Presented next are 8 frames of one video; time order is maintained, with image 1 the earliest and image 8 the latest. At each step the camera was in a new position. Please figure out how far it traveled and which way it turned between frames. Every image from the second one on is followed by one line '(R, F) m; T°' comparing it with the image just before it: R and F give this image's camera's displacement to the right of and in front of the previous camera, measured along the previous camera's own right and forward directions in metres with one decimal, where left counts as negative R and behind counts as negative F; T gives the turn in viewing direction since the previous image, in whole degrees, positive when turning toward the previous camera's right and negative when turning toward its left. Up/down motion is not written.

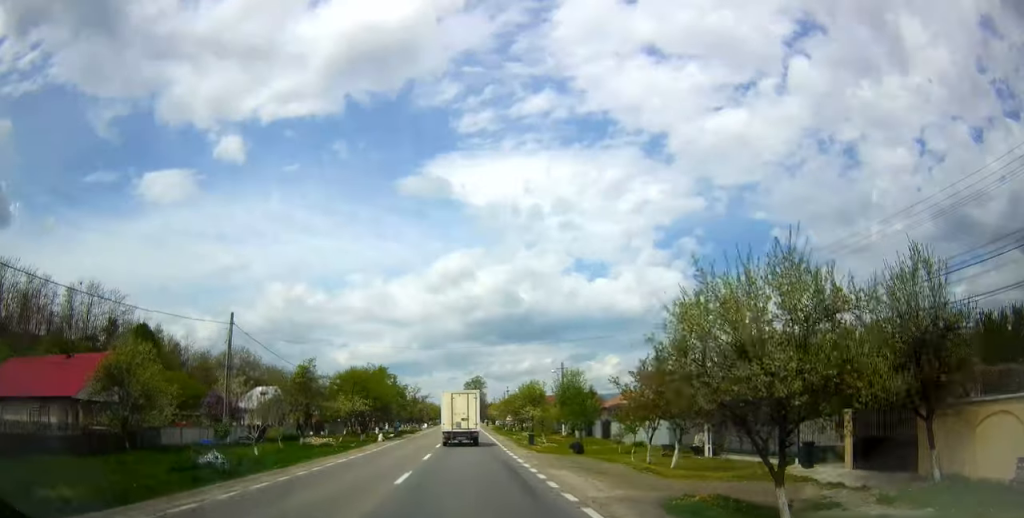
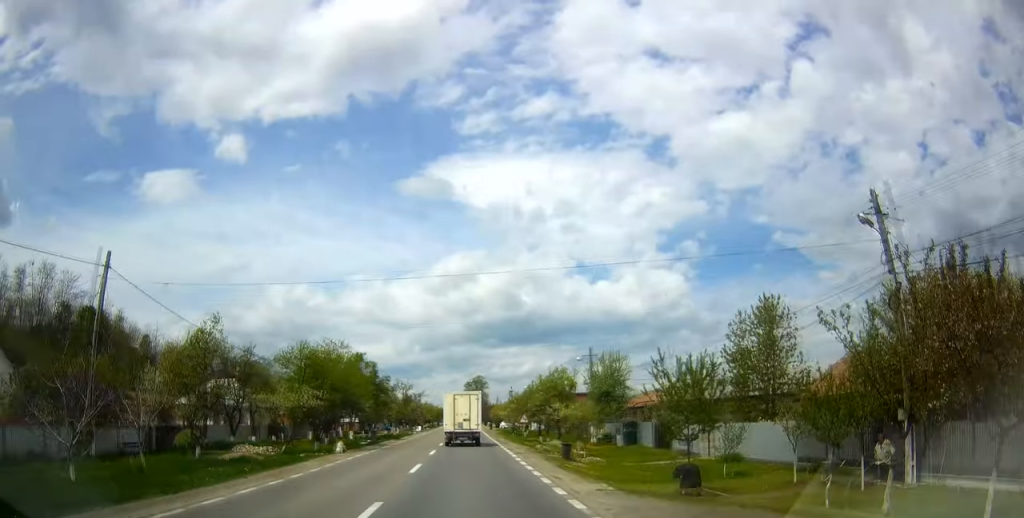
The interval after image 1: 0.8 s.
(+0.2, +14.9) m; 0°
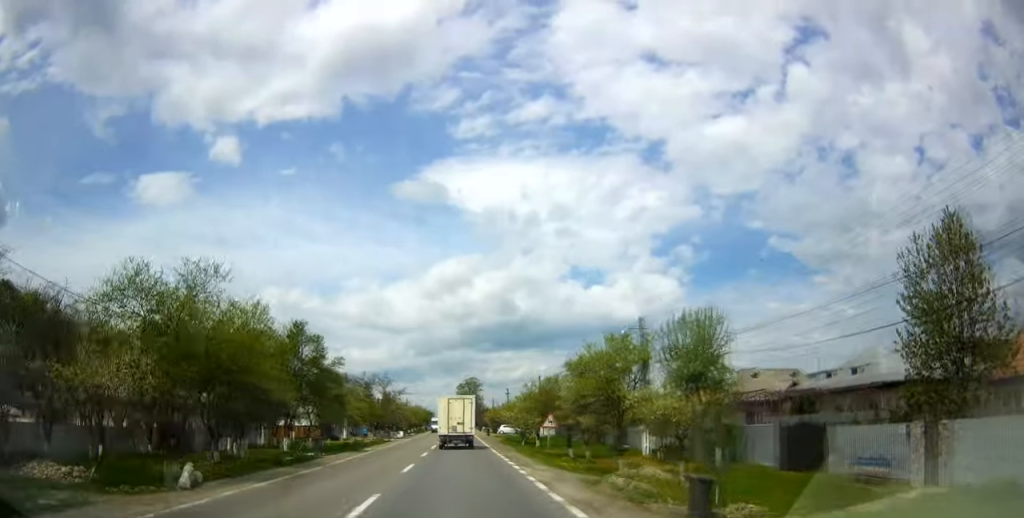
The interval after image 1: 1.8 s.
(-0.1, +17.0) m; -1°
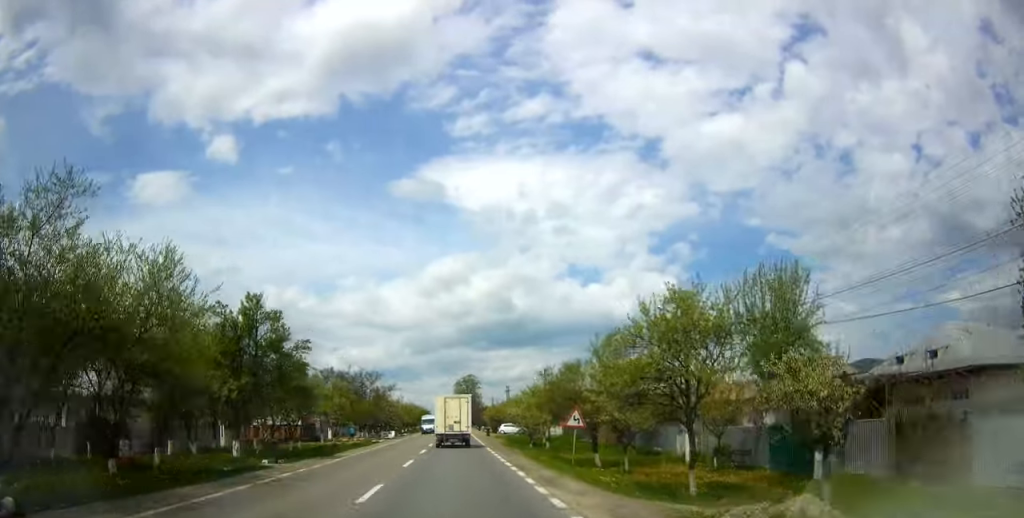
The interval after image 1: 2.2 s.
(-0.2, +7.0) m; 0°
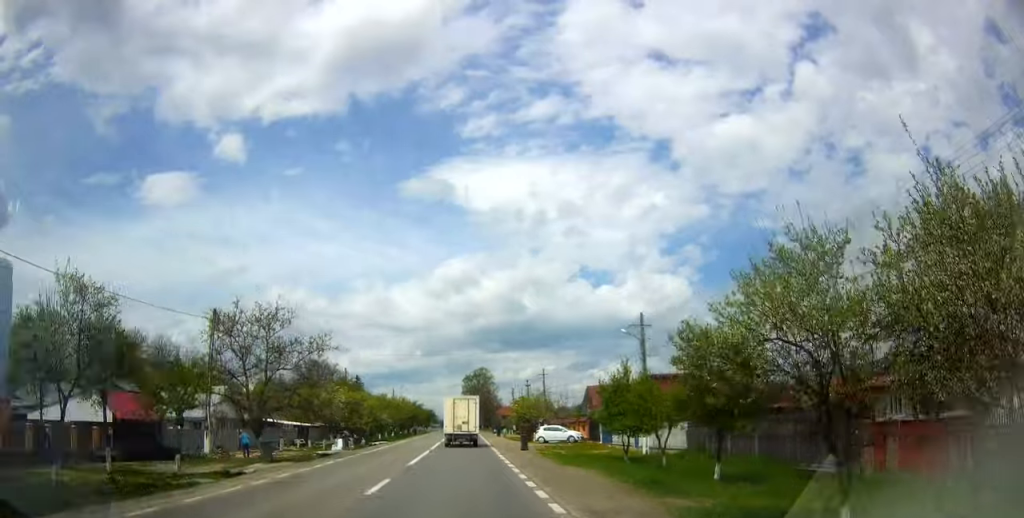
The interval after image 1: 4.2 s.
(+1.0, +35.0) m; +2°
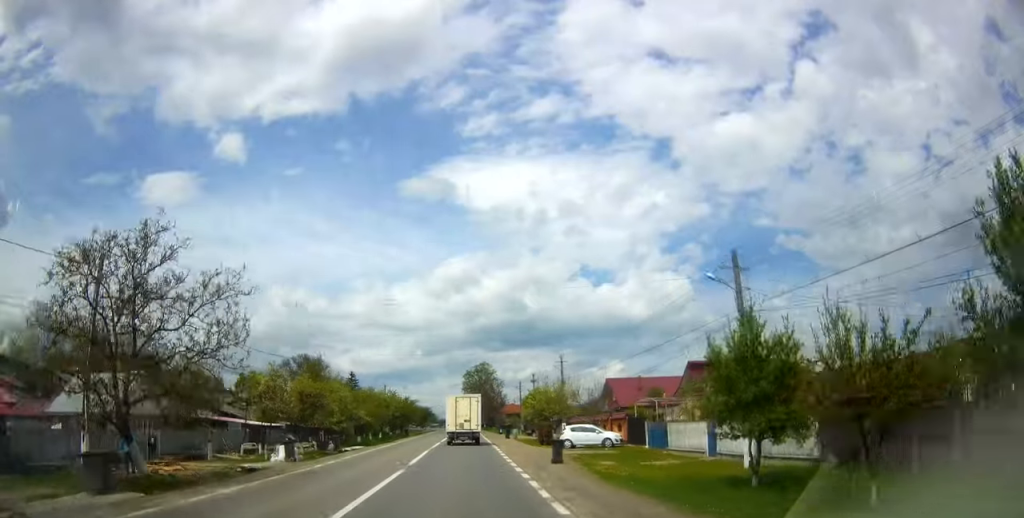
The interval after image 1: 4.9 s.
(-0.1, +12.6) m; -1°
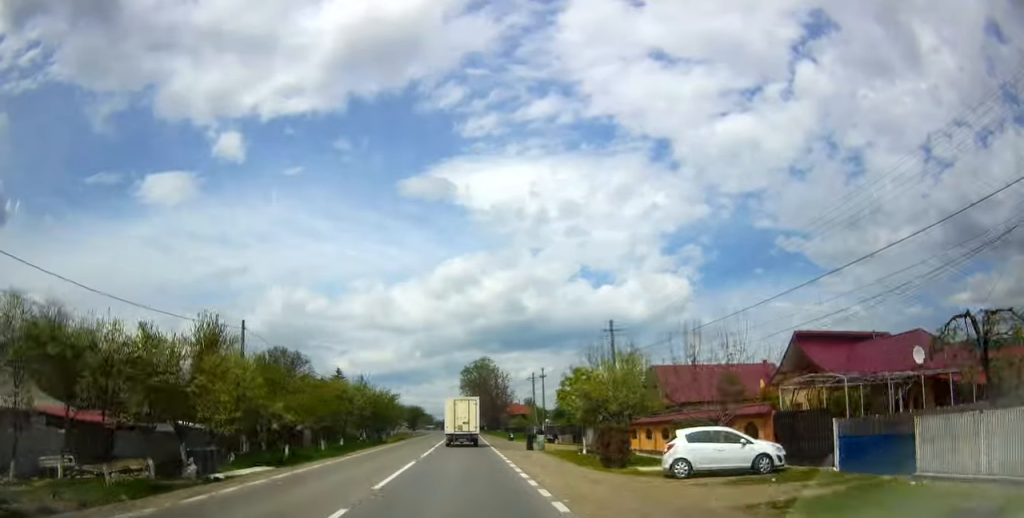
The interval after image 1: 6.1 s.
(-0.3, +20.2) m; -1°
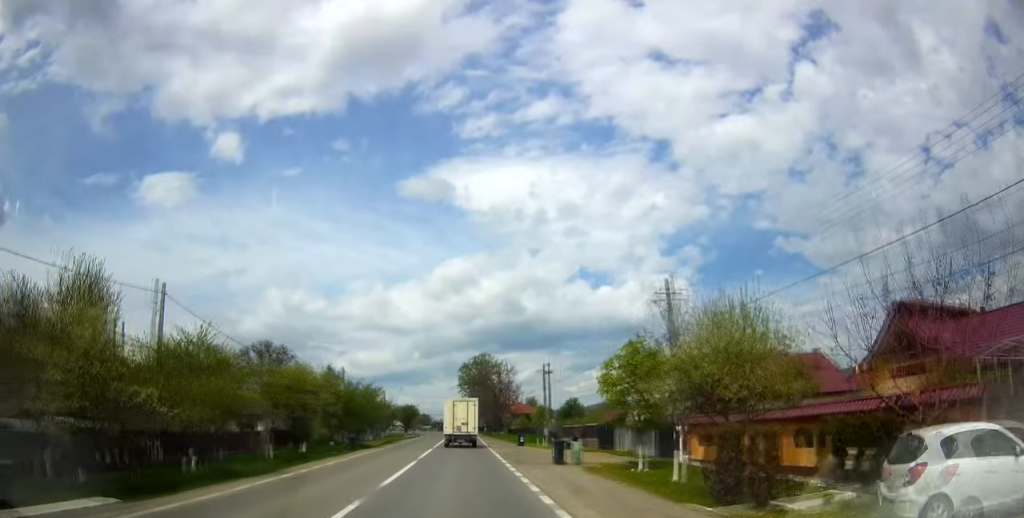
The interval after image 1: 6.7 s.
(0.0, +11.0) m; -1°
